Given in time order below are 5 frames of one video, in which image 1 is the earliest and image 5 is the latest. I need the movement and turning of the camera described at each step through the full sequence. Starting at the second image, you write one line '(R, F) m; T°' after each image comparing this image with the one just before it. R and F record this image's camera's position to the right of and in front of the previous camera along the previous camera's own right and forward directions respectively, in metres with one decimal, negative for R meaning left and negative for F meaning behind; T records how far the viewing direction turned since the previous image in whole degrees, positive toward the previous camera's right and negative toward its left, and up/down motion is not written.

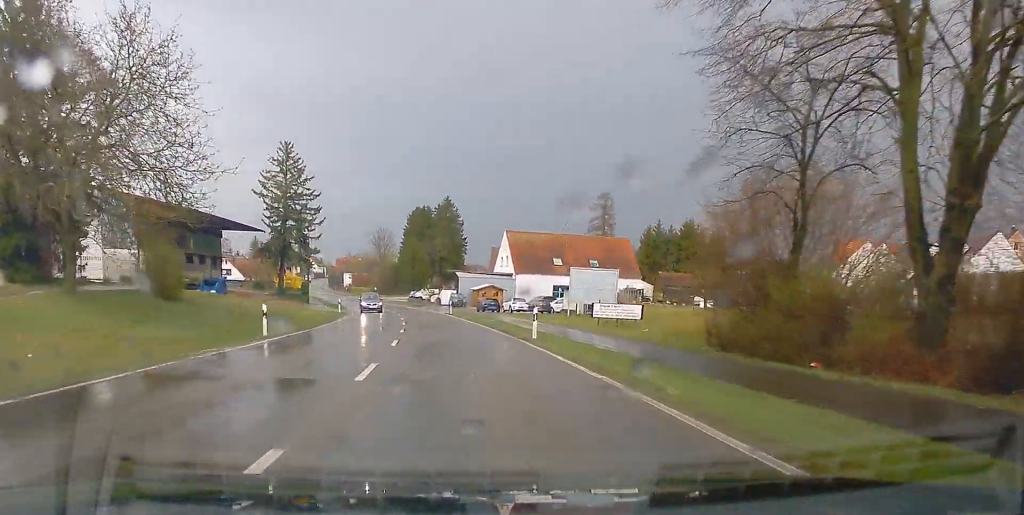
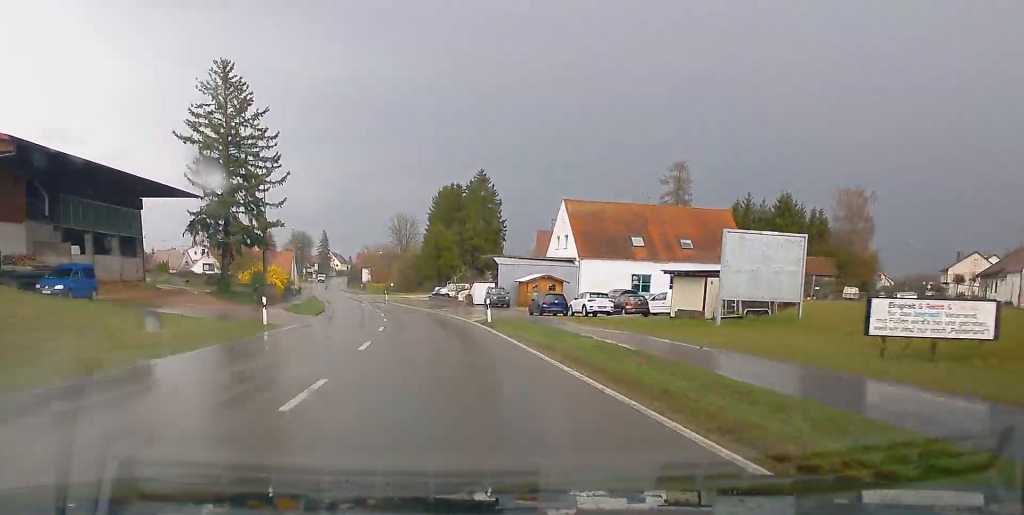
(-1.4, +29.1) m; -4°
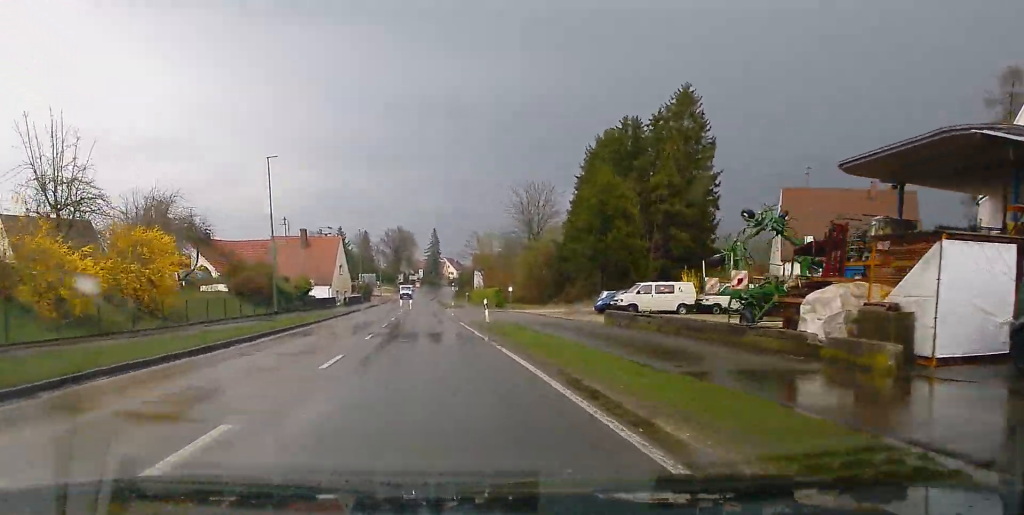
(-3.0, +54.9) m; -2°
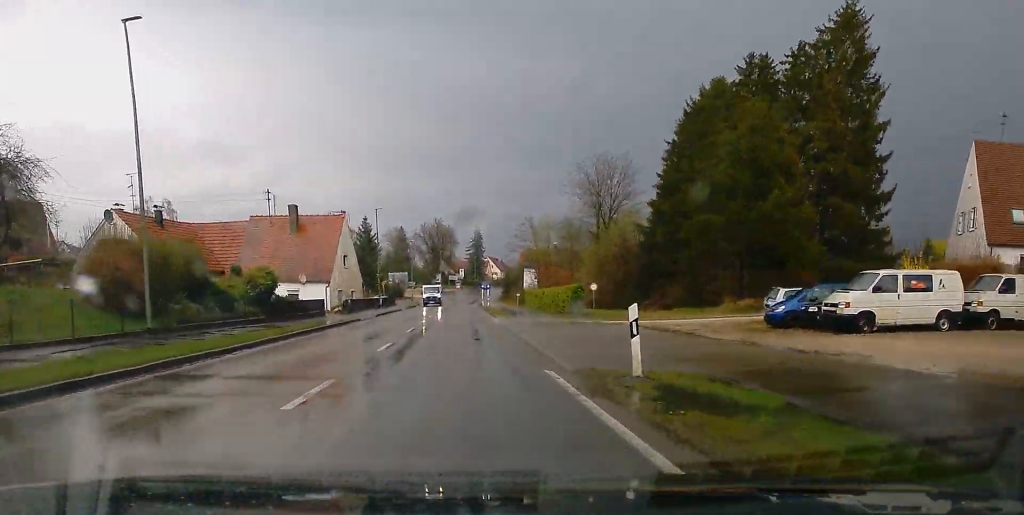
(+0.6, +21.2) m; -3°
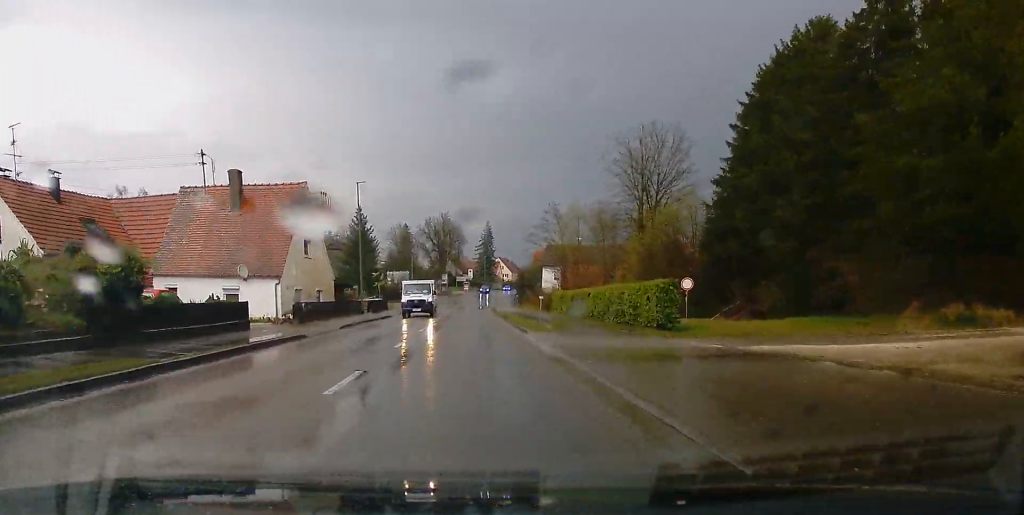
(+2.4, +15.6) m; -5°
